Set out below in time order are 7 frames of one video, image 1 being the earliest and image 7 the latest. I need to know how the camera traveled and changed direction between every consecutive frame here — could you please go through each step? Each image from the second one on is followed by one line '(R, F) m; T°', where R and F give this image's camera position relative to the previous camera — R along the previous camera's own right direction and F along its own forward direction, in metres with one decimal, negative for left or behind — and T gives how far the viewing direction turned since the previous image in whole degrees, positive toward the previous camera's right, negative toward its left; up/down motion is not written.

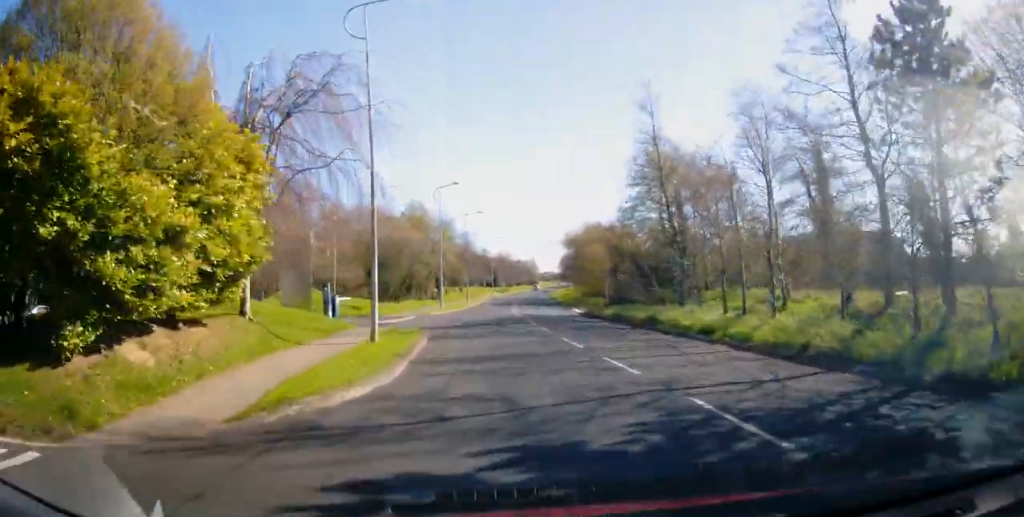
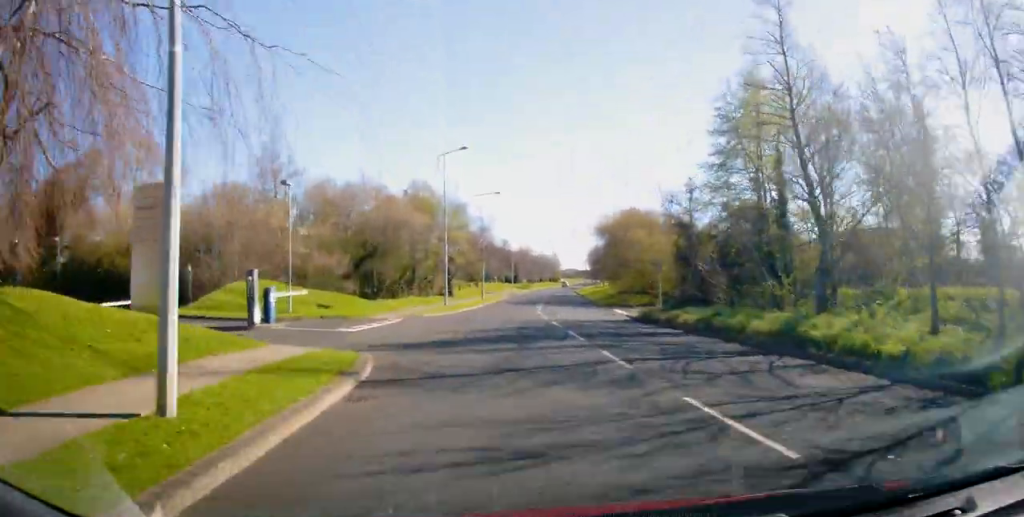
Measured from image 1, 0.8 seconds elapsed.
(-0.3, +10.8) m; -2°
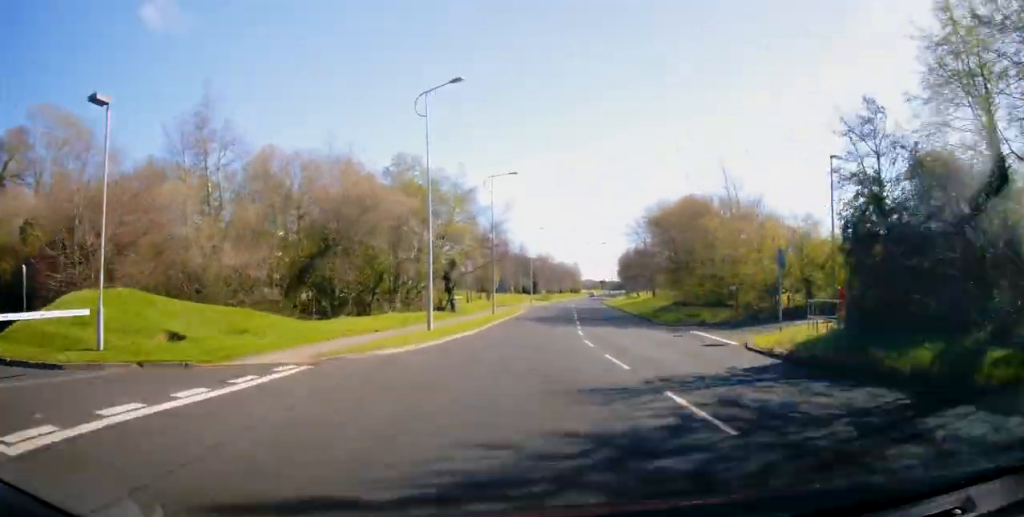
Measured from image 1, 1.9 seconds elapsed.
(-0.2, +14.3) m; -2°
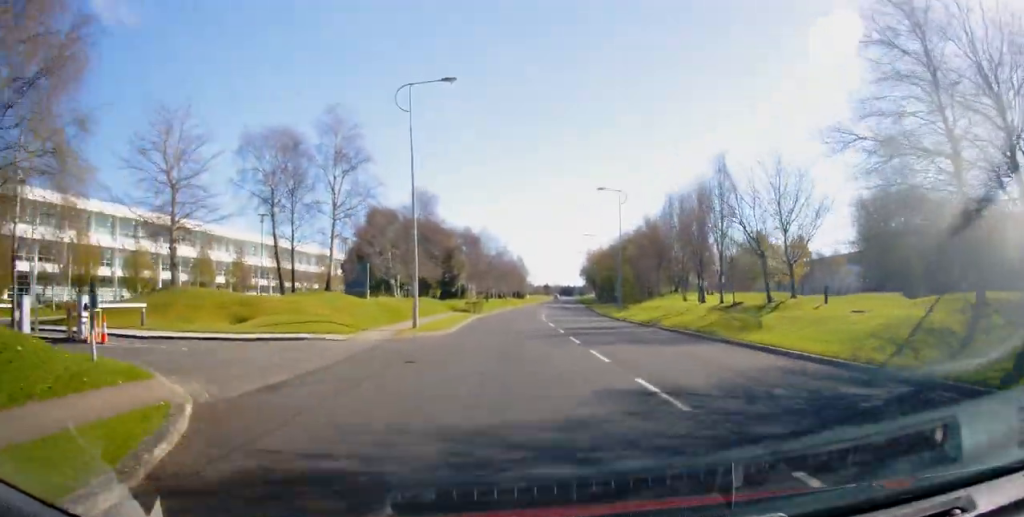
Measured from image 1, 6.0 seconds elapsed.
(+3.4, +56.1) m; +8°
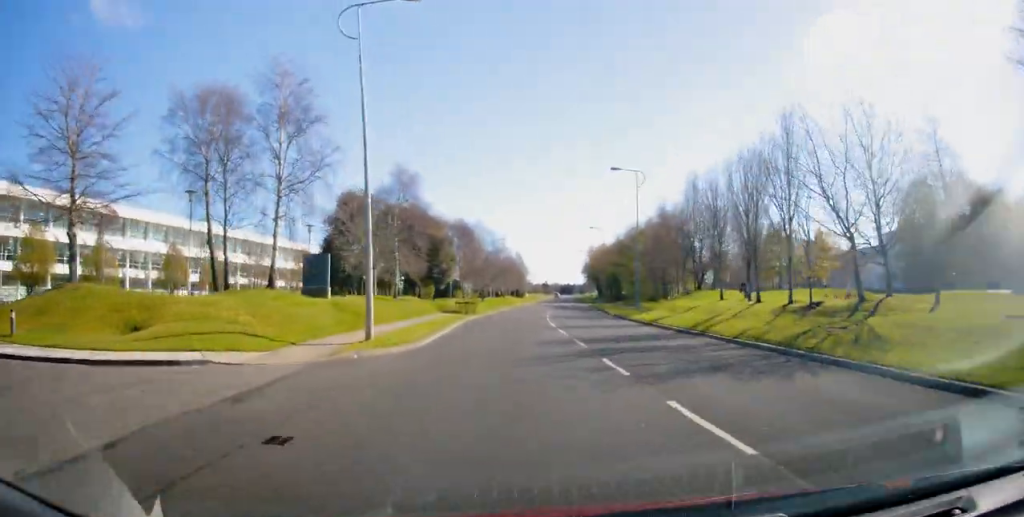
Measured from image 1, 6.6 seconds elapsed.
(0.0, +7.2) m; 0°
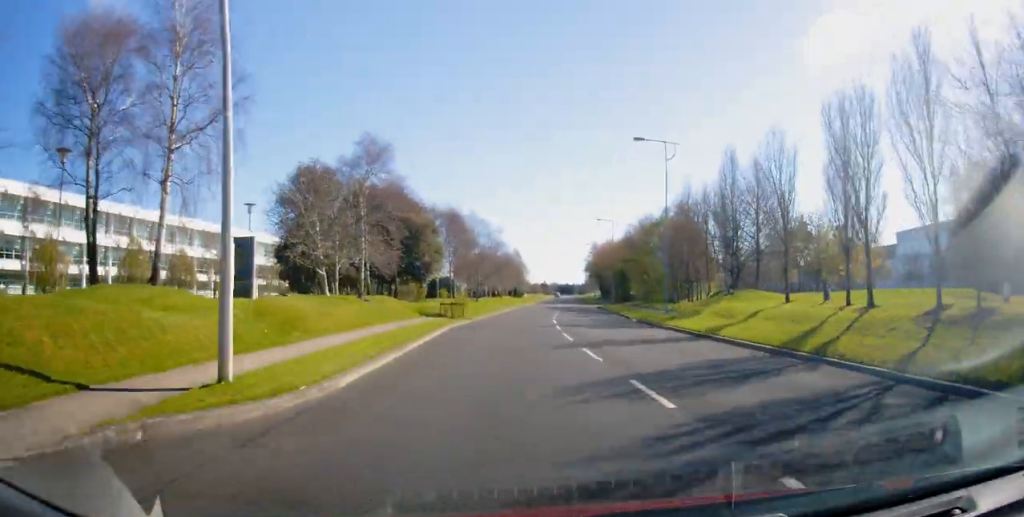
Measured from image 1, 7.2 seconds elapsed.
(0.0, +8.1) m; 0°
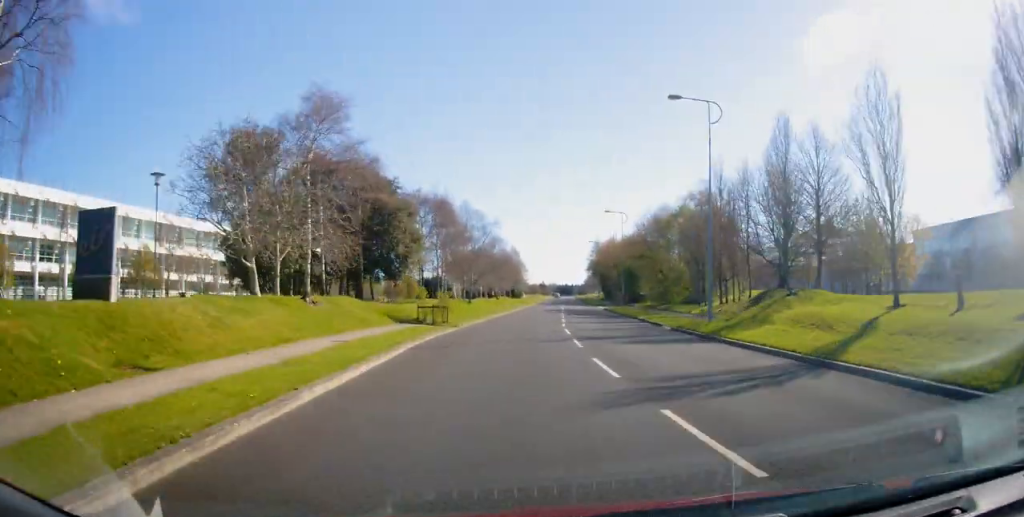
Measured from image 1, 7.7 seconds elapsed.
(0.0, +7.7) m; 0°
